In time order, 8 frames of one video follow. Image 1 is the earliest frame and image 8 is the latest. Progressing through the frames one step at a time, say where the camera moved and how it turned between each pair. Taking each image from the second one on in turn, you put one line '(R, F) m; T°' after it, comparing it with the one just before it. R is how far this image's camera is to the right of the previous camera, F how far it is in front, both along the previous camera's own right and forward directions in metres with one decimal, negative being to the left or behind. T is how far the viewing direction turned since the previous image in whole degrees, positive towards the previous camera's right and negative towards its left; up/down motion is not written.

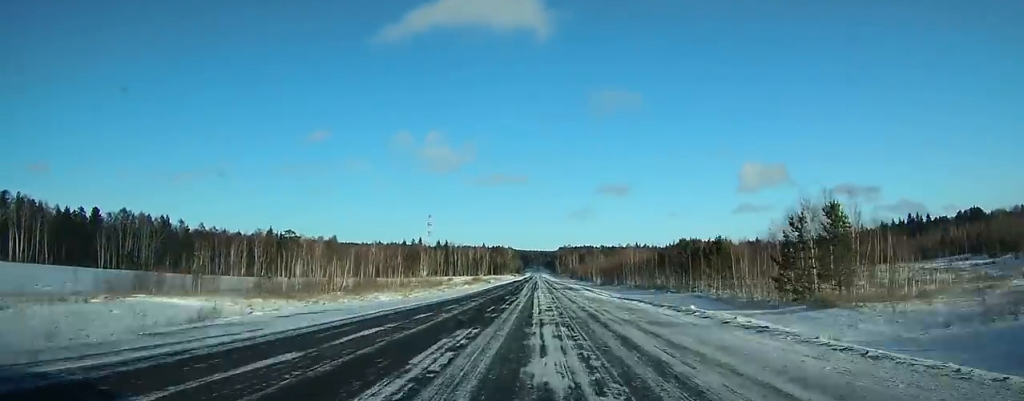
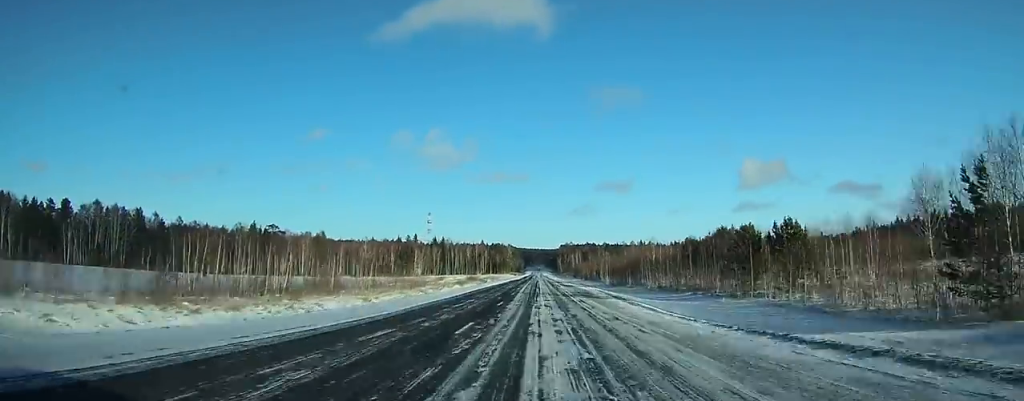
(0.0, +19.1) m; 0°
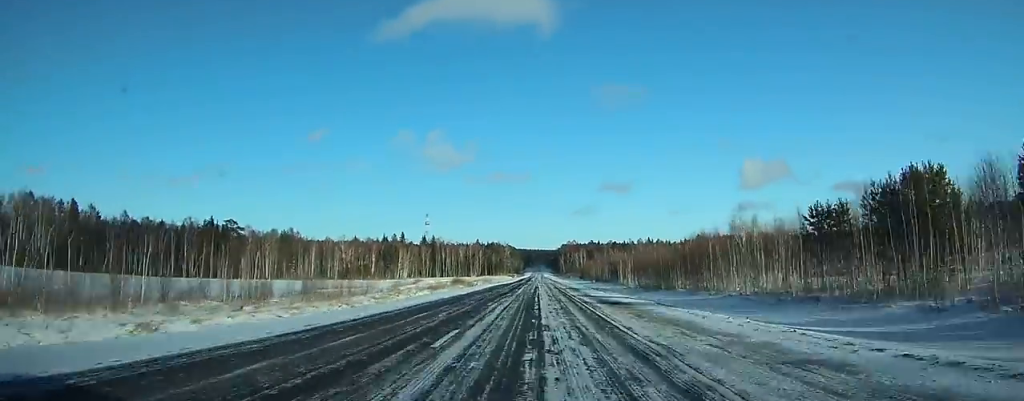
(-0.1, +38.0) m; 0°
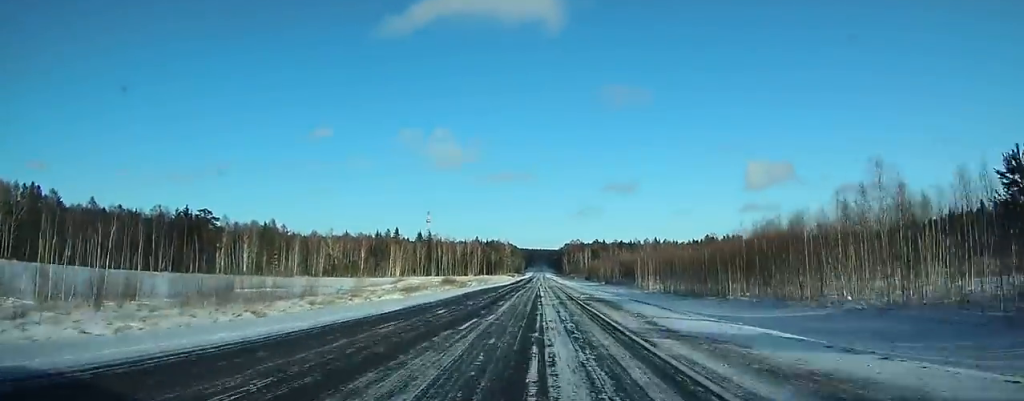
(-0.1, +20.6) m; 0°
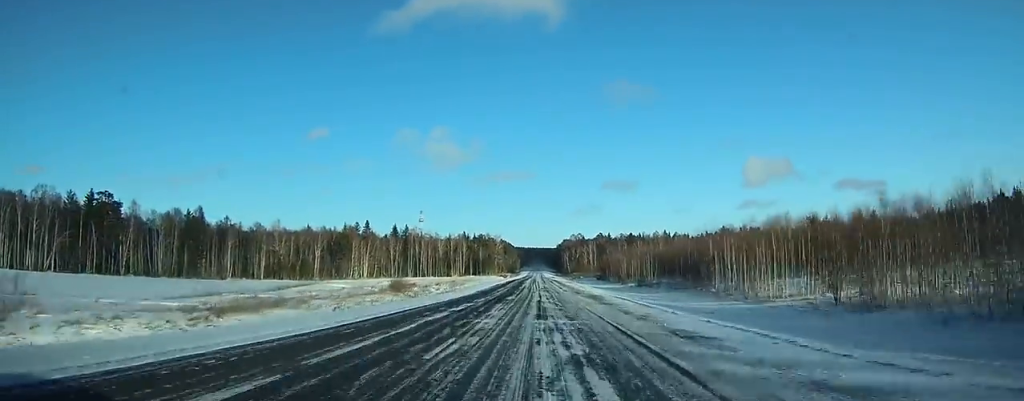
(+0.1, +52.1) m; 0°
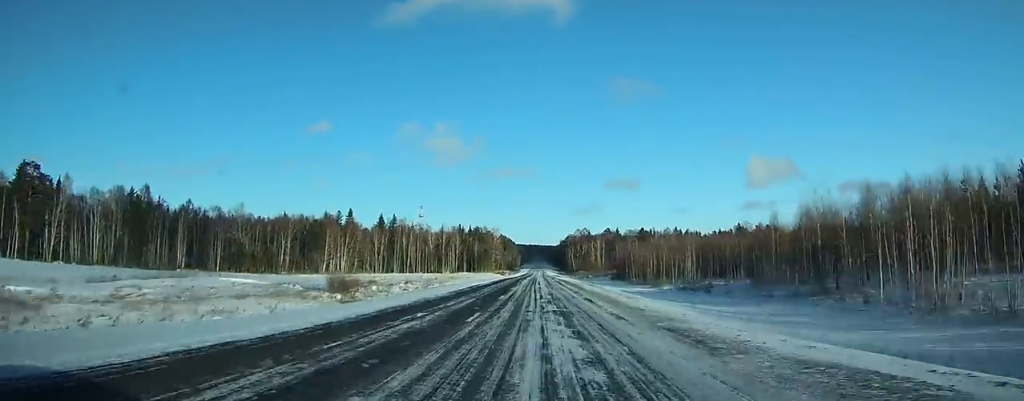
(0.0, +29.9) m; 0°
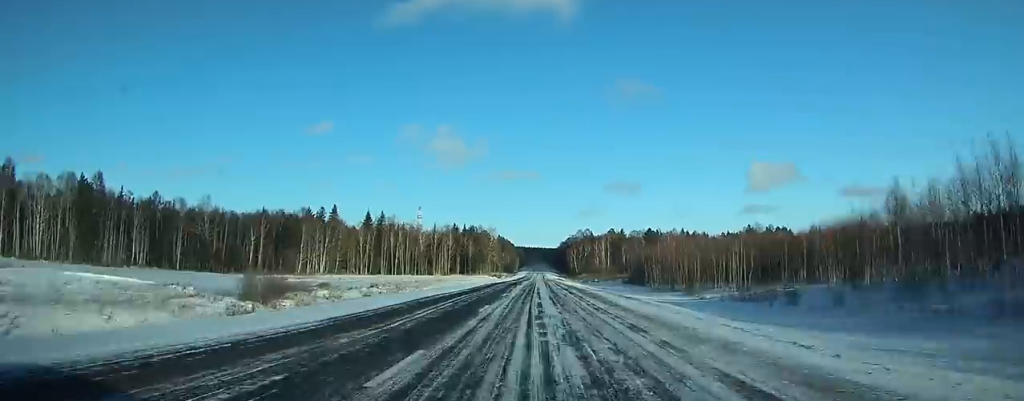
(-0.1, +20.4) m; 0°
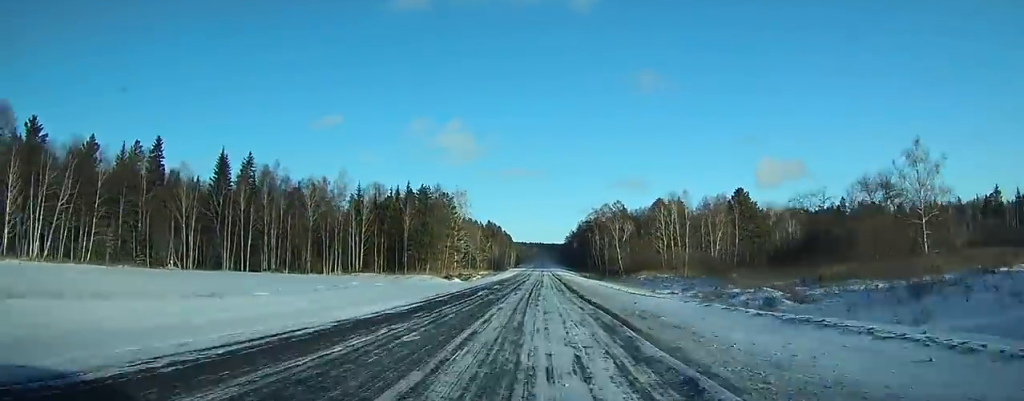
(-0.7, +121.7) m; -1°
